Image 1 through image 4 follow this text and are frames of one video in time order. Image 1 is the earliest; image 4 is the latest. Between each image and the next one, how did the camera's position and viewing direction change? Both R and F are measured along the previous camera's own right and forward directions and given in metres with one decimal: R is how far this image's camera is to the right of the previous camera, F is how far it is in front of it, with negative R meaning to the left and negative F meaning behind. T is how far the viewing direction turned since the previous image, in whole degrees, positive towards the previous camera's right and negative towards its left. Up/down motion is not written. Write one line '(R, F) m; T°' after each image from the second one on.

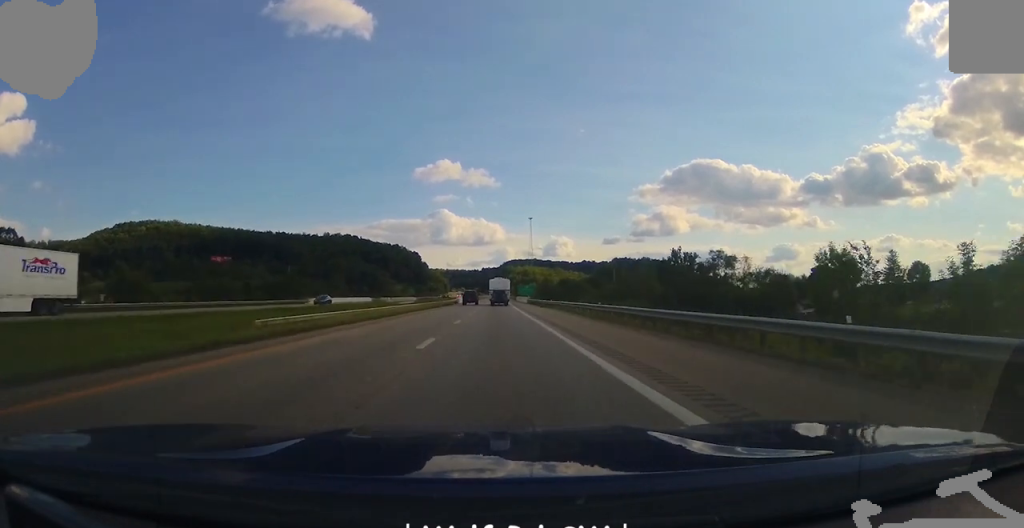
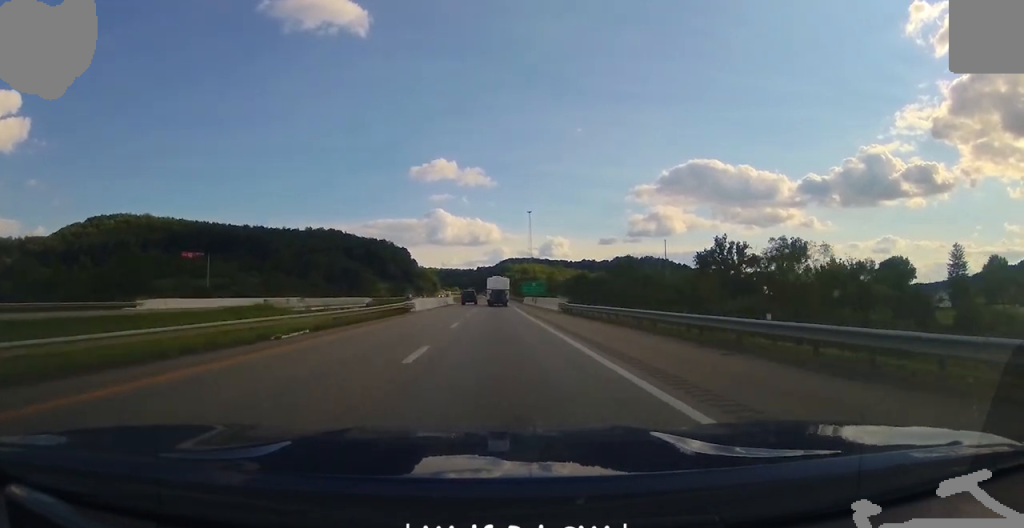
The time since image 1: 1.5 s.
(0.0, +51.6) m; 0°
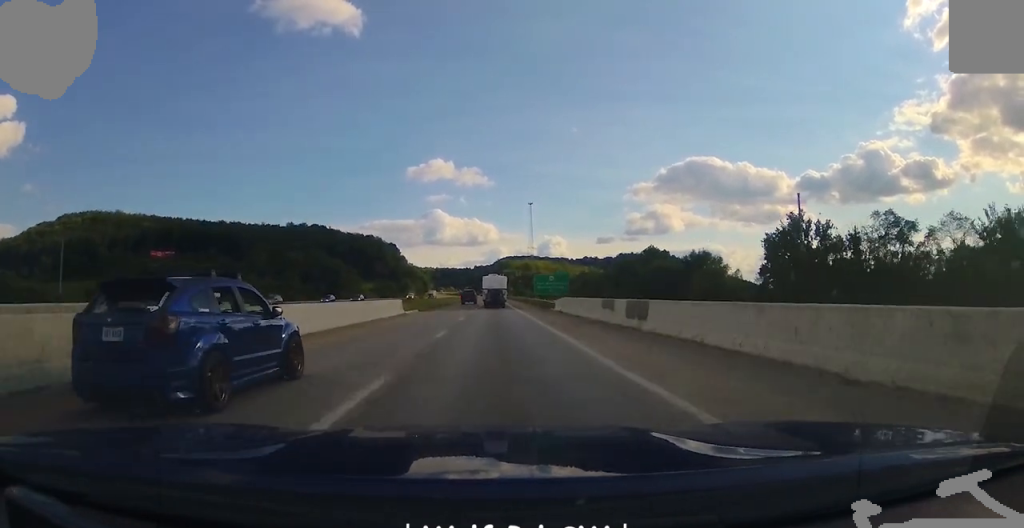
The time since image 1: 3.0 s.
(+0.4, +51.5) m; 0°
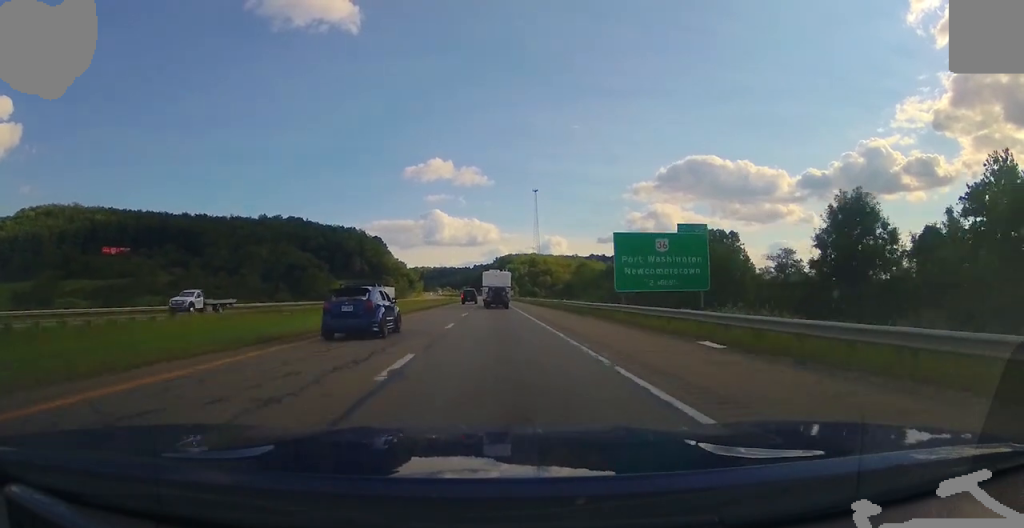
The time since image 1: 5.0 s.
(0.0, +69.7) m; +1°
